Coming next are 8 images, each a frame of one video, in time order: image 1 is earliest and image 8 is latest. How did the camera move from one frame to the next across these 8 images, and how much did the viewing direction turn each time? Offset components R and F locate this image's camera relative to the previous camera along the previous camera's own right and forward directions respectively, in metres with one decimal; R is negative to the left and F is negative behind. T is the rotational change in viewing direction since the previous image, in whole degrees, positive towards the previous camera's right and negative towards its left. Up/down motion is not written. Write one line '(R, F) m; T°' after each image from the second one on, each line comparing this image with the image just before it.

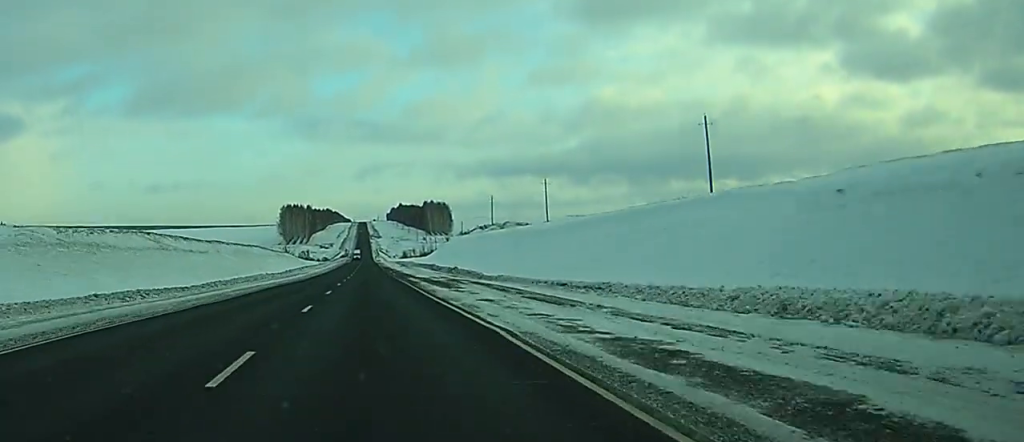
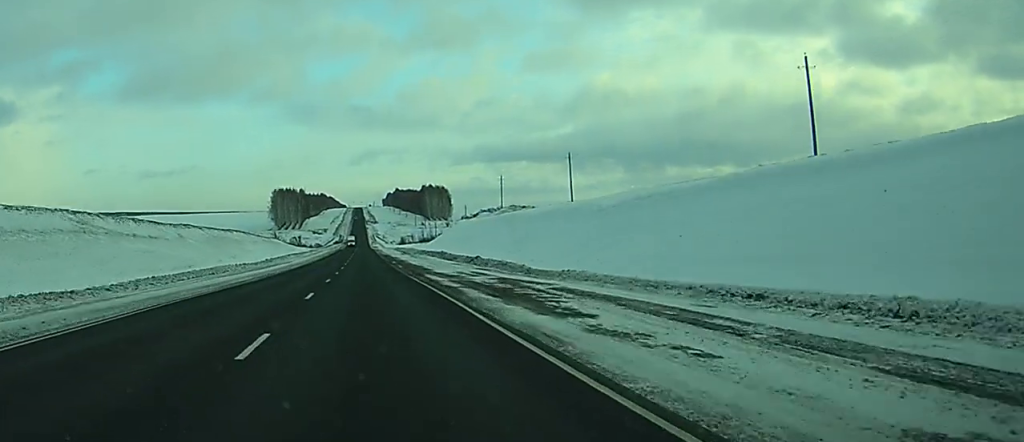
(0.0, +22.1) m; 0°
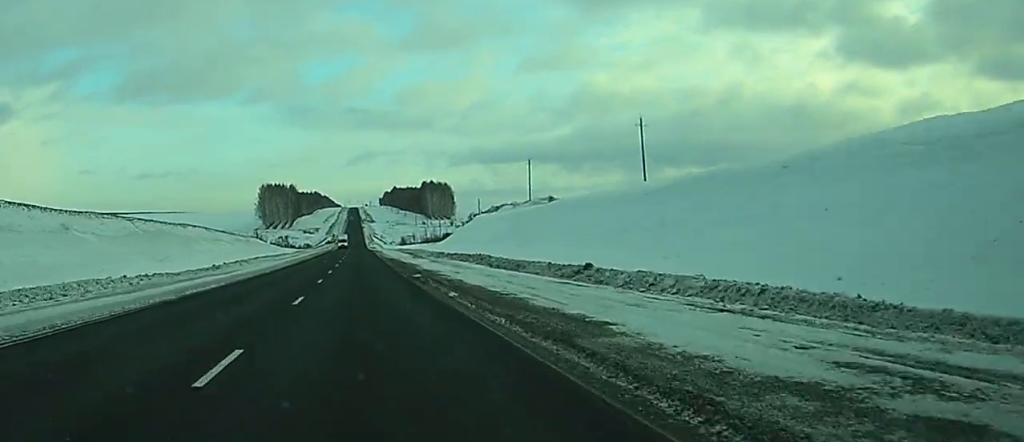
(0.0, +38.0) m; 0°
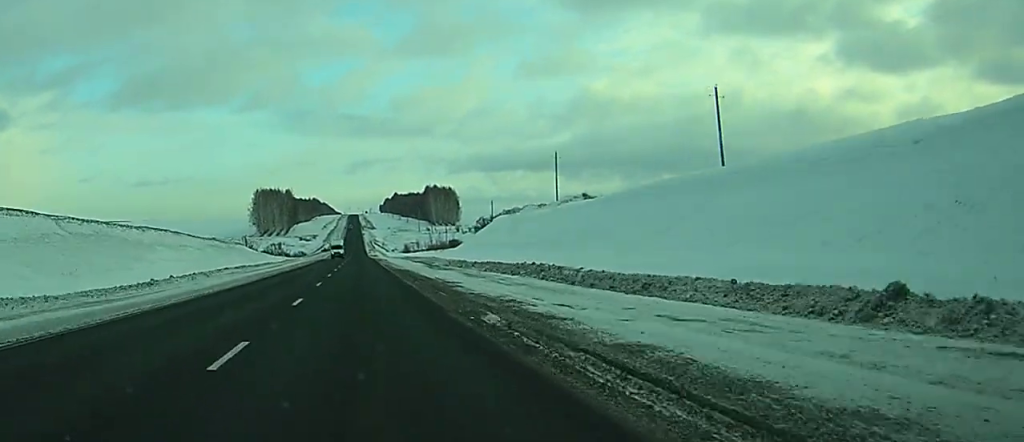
(0.0, +22.6) m; 0°
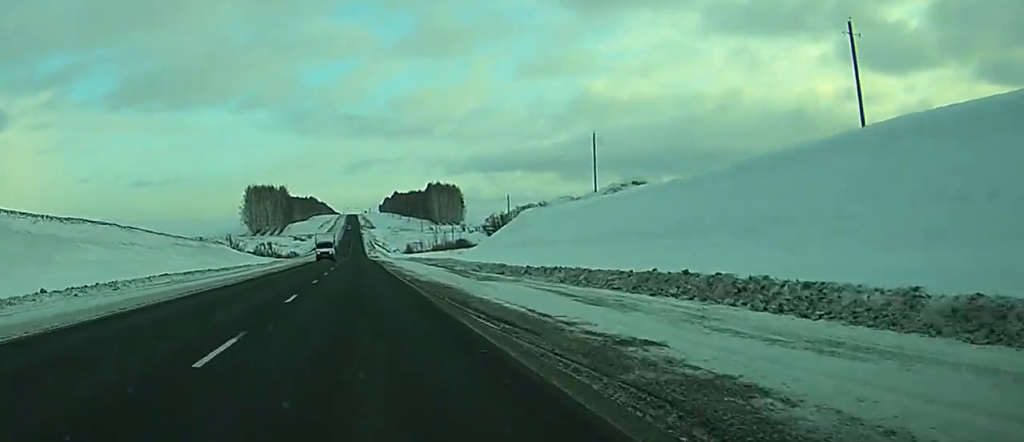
(0.0, +24.0) m; 0°
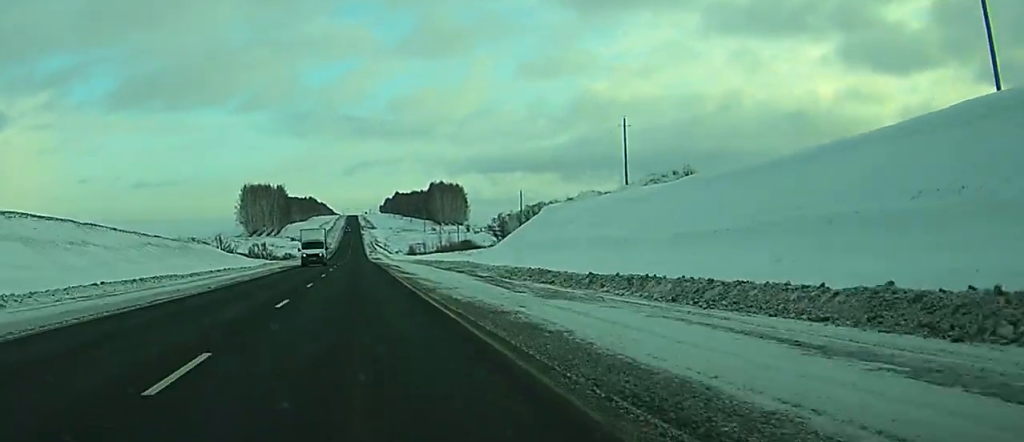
(0.0, +13.8) m; 0°
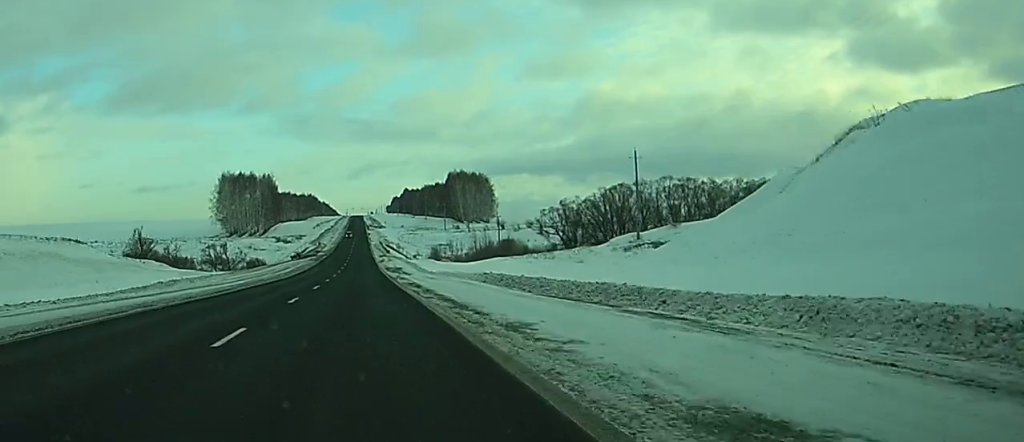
(+0.4, +67.2) m; 0°
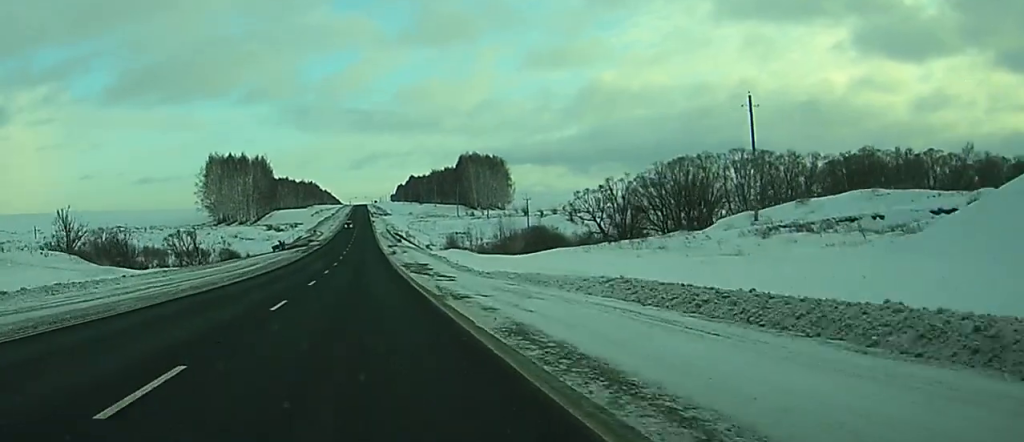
(0.0, +29.1) m; 0°
